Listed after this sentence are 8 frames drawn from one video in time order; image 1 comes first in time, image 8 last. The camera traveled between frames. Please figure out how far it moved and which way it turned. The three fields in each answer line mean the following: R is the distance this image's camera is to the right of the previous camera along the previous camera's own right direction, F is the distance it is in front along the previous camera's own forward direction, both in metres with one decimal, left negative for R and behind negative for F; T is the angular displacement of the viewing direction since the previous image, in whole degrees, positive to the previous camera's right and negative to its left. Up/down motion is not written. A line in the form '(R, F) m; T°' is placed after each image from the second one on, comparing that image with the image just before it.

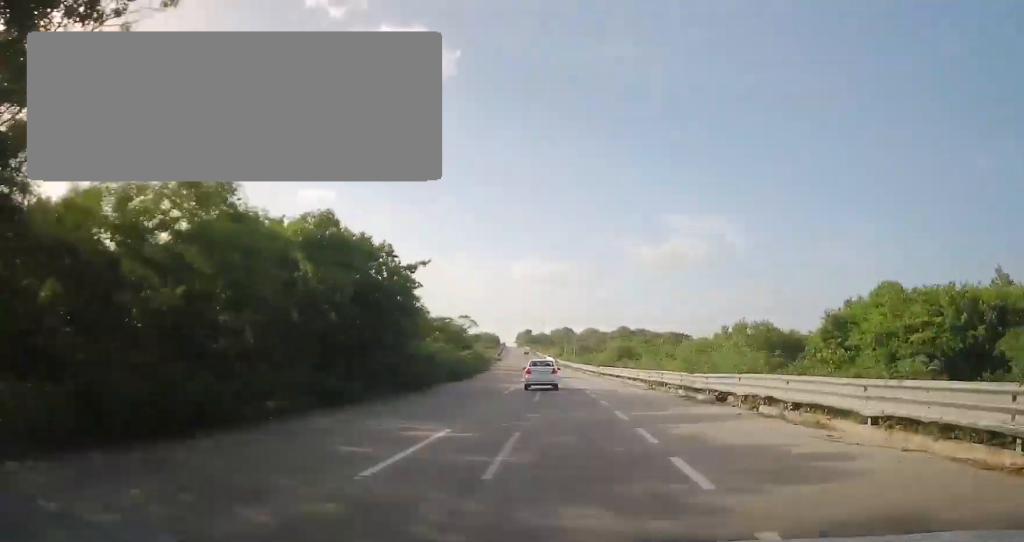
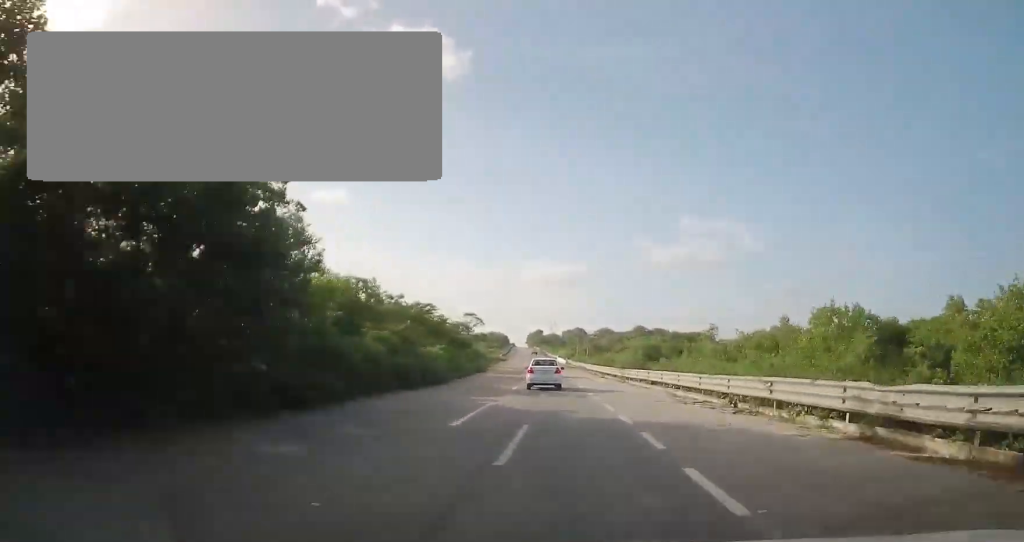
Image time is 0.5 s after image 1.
(0.0, +14.1) m; -1°
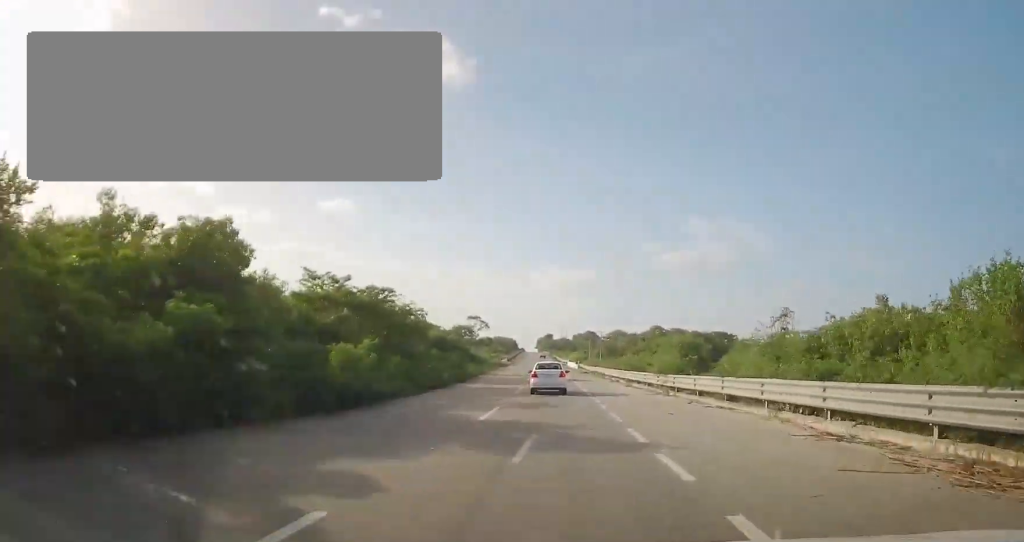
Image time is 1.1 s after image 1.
(-0.2, +13.9) m; -2°
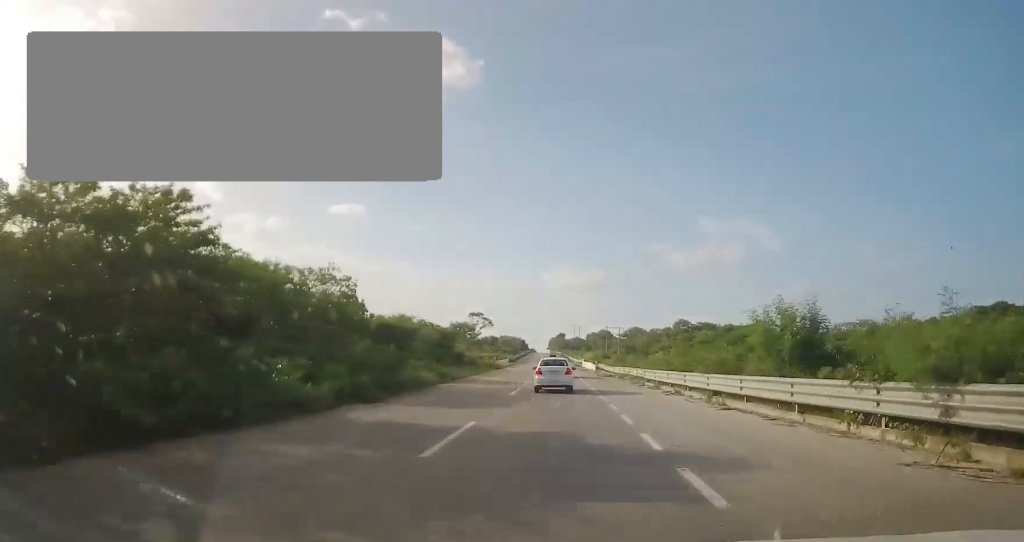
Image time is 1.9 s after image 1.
(-0.6, +21.2) m; -2°
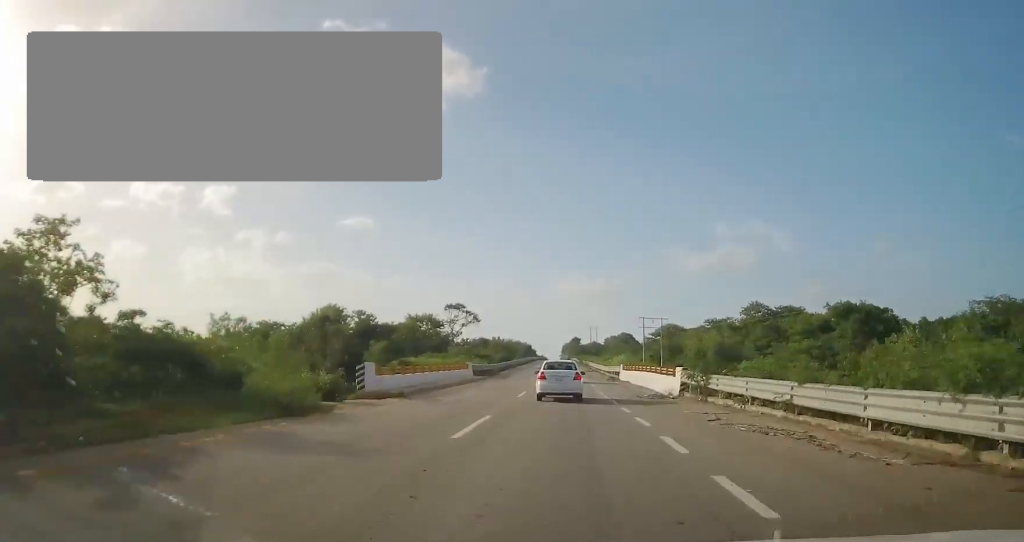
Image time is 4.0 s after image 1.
(-0.3, +52.3) m; 0°
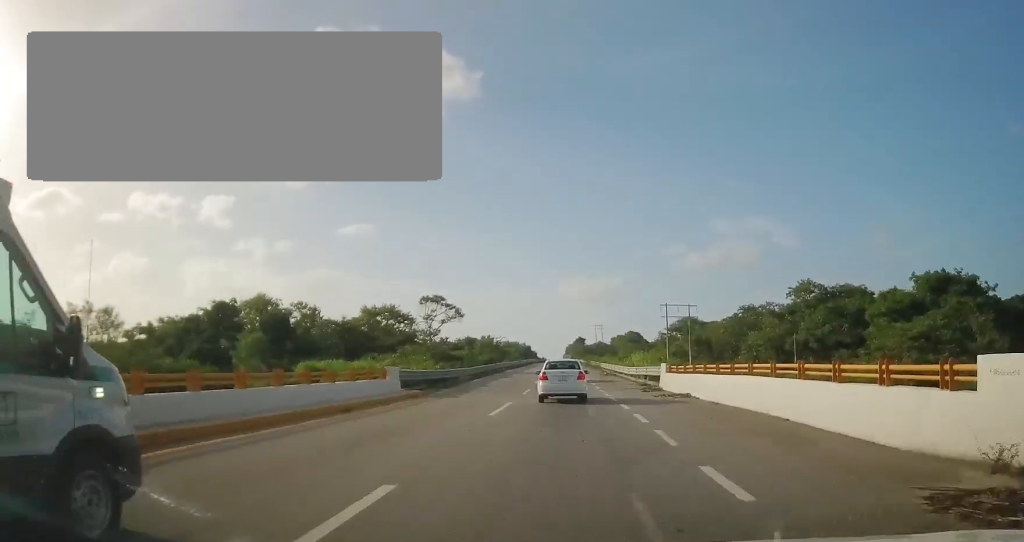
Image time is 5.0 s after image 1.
(-0.1, +23.2) m; -1°
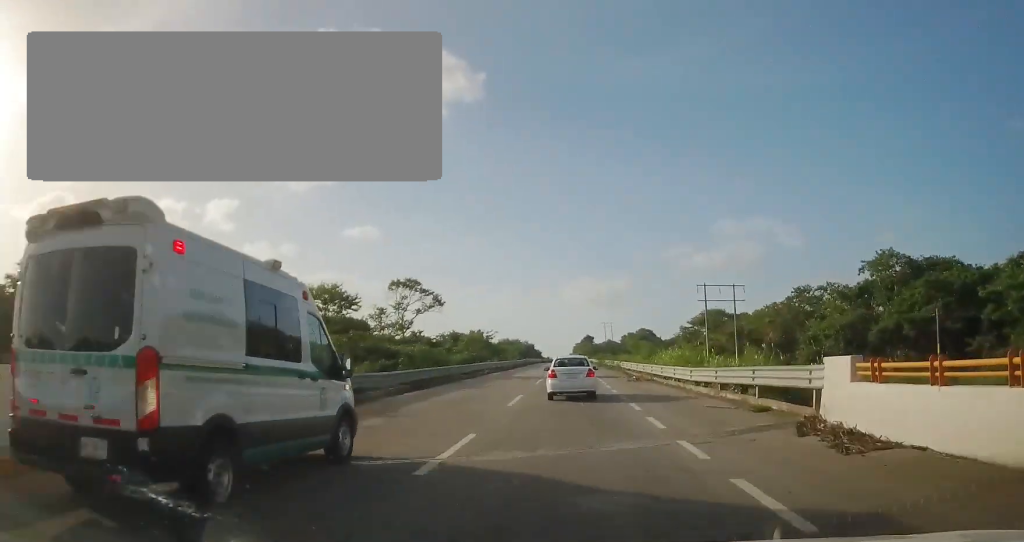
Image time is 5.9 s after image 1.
(-0.2, +21.7) m; -1°
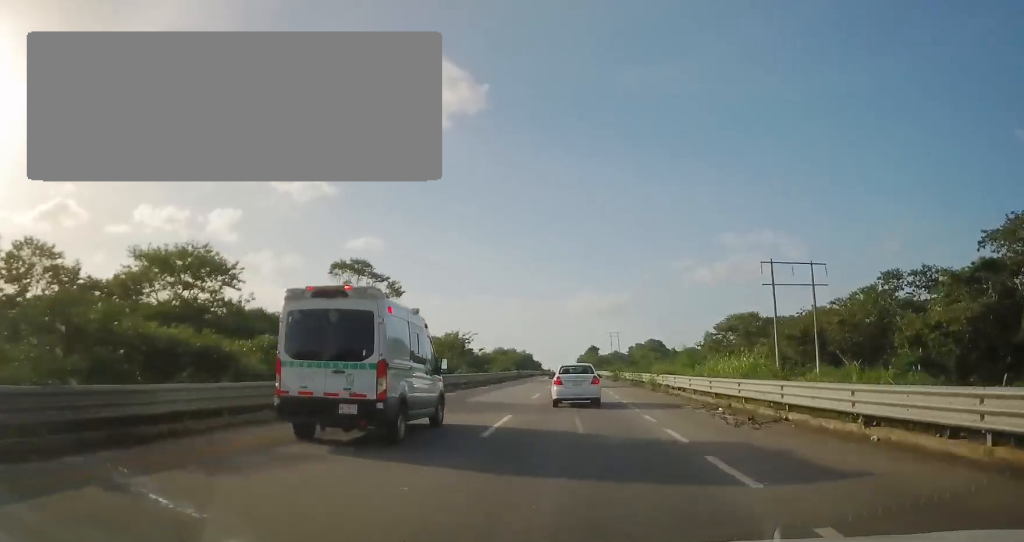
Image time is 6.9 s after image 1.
(-0.3, +22.3) m; -1°
